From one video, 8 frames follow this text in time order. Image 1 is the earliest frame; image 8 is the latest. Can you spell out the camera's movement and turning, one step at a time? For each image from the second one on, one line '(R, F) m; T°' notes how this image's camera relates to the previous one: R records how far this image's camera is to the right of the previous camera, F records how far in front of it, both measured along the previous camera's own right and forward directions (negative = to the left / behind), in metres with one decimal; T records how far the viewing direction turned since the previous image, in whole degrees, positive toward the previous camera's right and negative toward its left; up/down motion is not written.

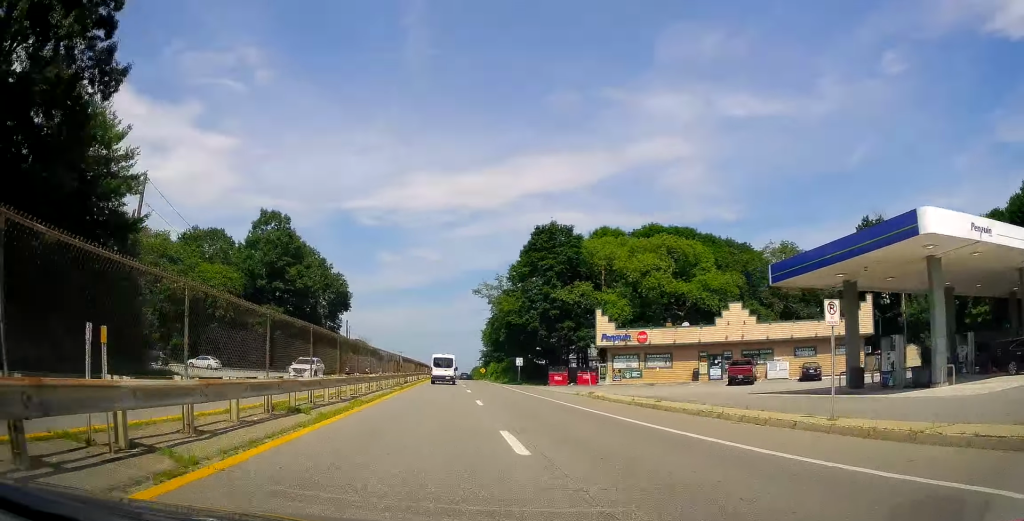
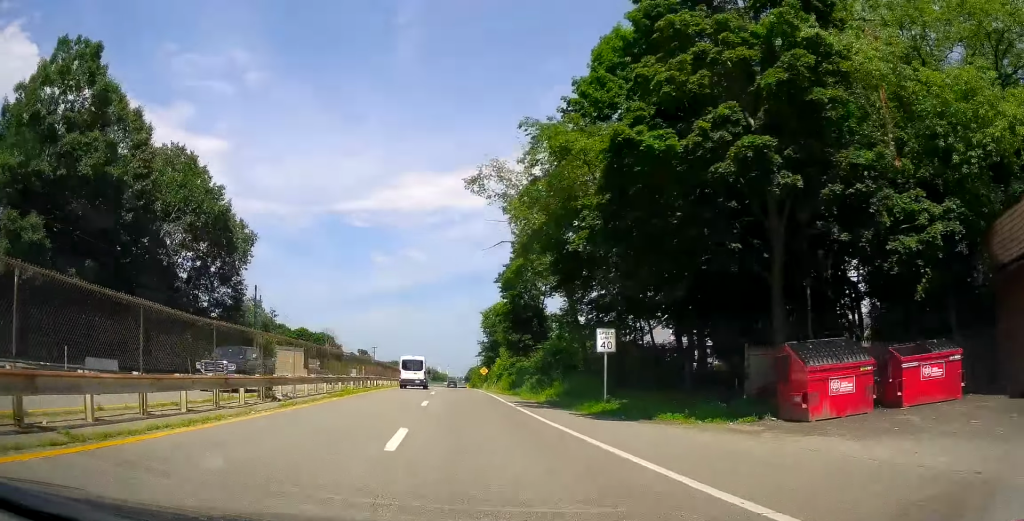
(+0.9, +47.9) m; +2°
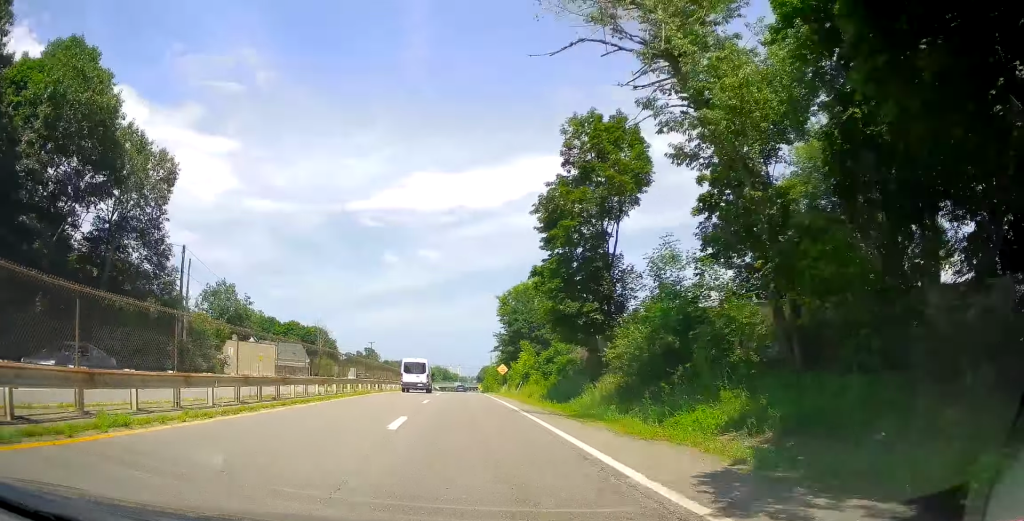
(-0.1, +20.9) m; -1°
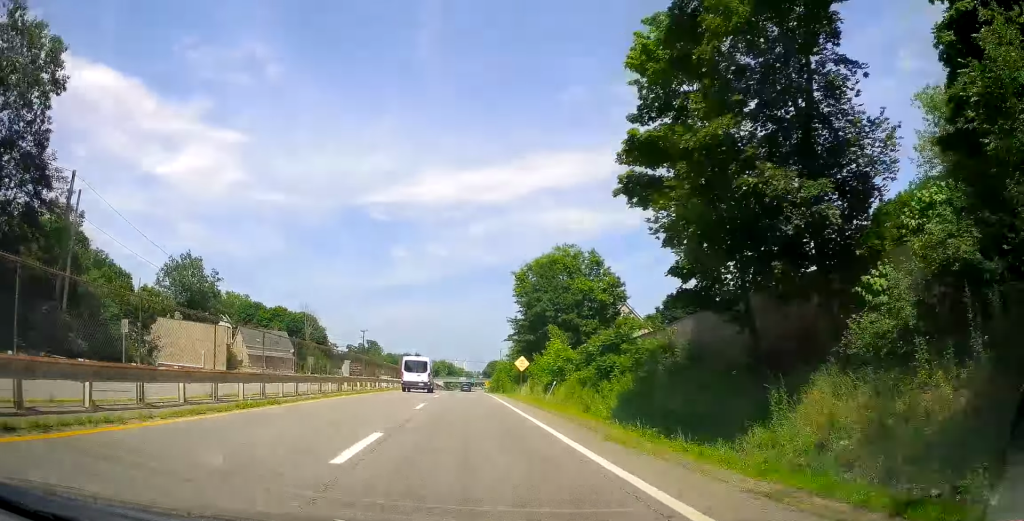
(-0.2, +16.9) m; -1°
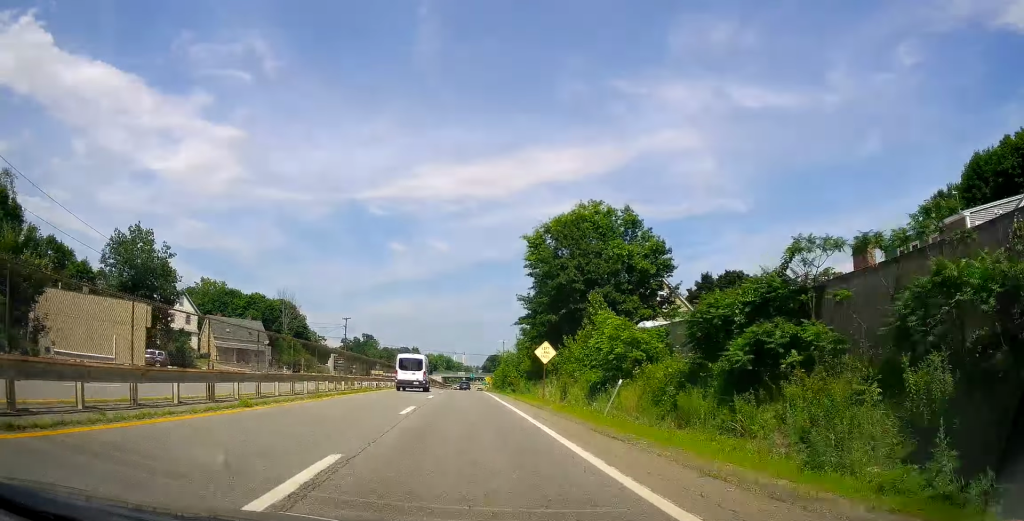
(-0.3, +15.2) m; +1°
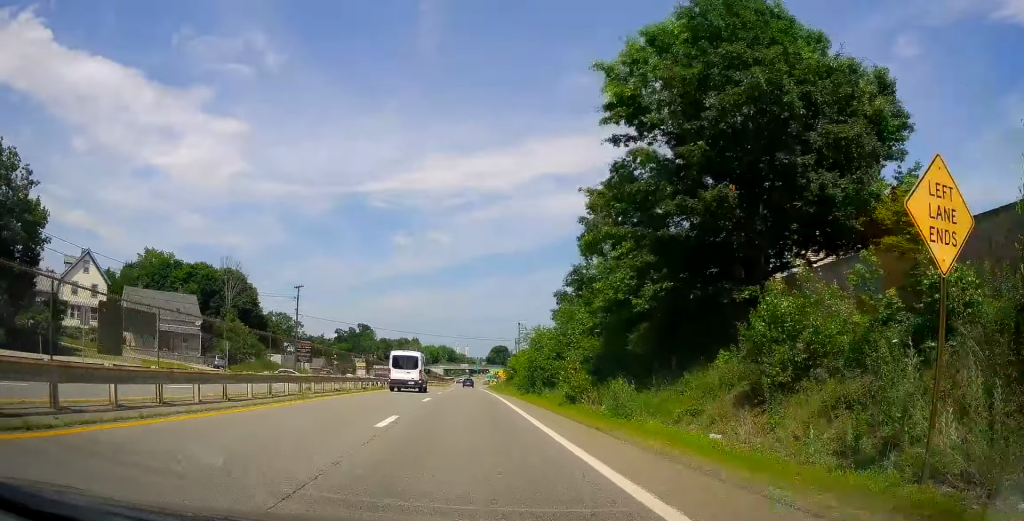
(+0.9, +29.1) m; +1°
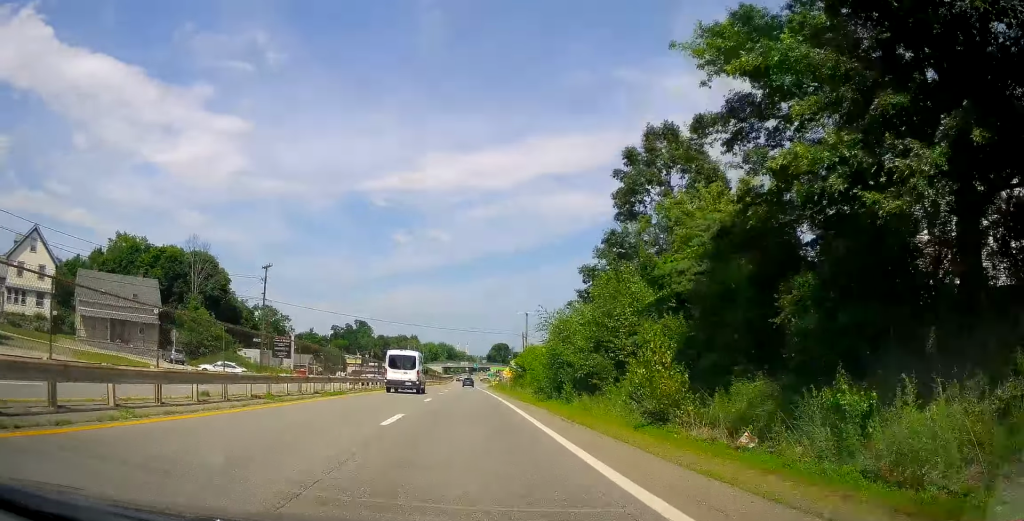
(-0.3, +11.5) m; 0°
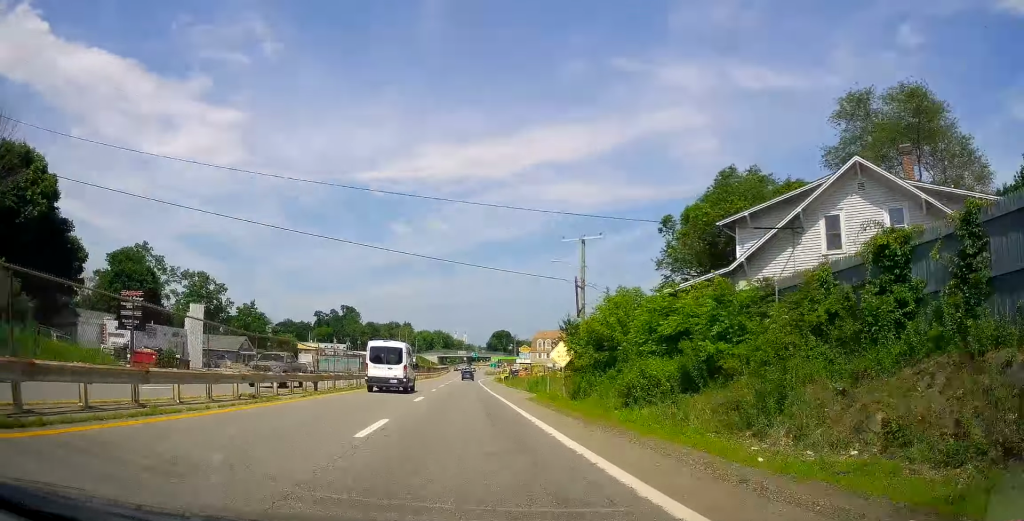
(-0.2, +38.6) m; -1°
